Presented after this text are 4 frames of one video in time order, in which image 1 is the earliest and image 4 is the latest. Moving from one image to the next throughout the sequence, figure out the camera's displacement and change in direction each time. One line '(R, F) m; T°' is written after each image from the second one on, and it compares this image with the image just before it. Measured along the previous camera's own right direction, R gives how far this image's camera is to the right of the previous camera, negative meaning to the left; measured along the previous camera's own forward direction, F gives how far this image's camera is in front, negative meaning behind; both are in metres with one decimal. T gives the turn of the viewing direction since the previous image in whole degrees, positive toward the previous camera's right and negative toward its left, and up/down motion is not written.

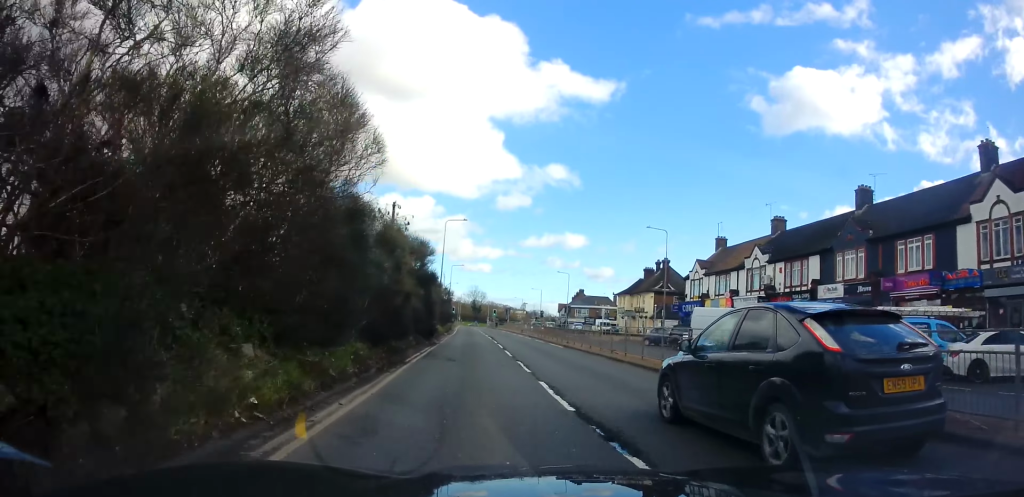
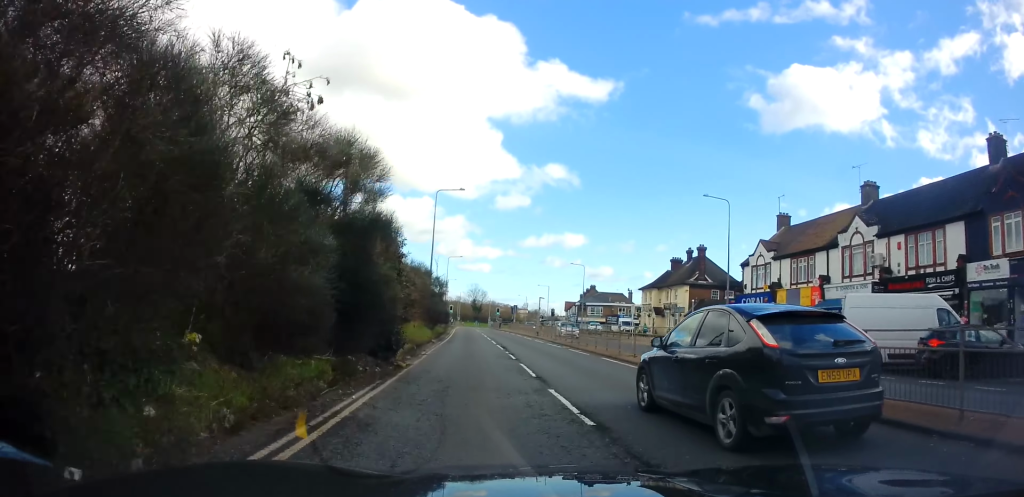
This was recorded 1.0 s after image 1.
(0.0, +13.0) m; 0°
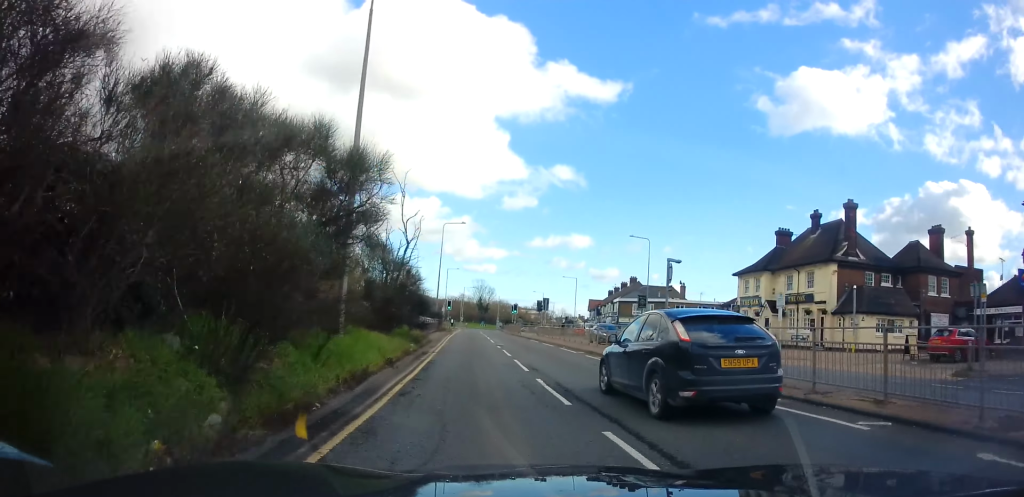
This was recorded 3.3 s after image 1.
(0.0, +28.1) m; 0°
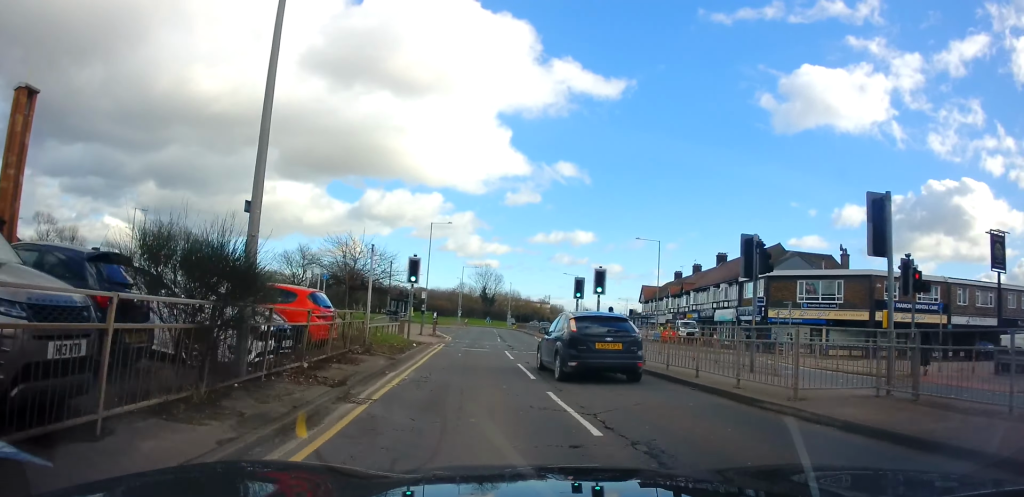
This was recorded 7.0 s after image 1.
(-1.1, +43.5) m; 0°
